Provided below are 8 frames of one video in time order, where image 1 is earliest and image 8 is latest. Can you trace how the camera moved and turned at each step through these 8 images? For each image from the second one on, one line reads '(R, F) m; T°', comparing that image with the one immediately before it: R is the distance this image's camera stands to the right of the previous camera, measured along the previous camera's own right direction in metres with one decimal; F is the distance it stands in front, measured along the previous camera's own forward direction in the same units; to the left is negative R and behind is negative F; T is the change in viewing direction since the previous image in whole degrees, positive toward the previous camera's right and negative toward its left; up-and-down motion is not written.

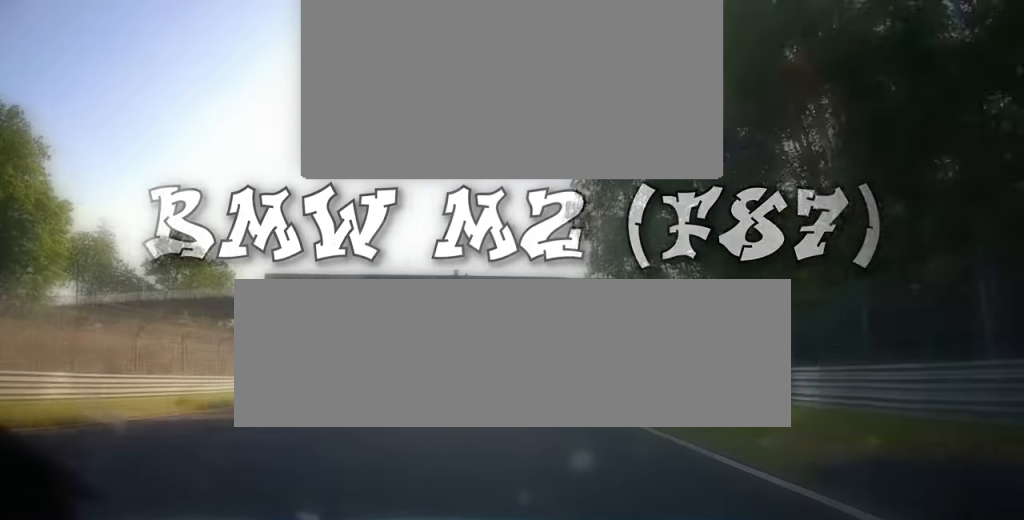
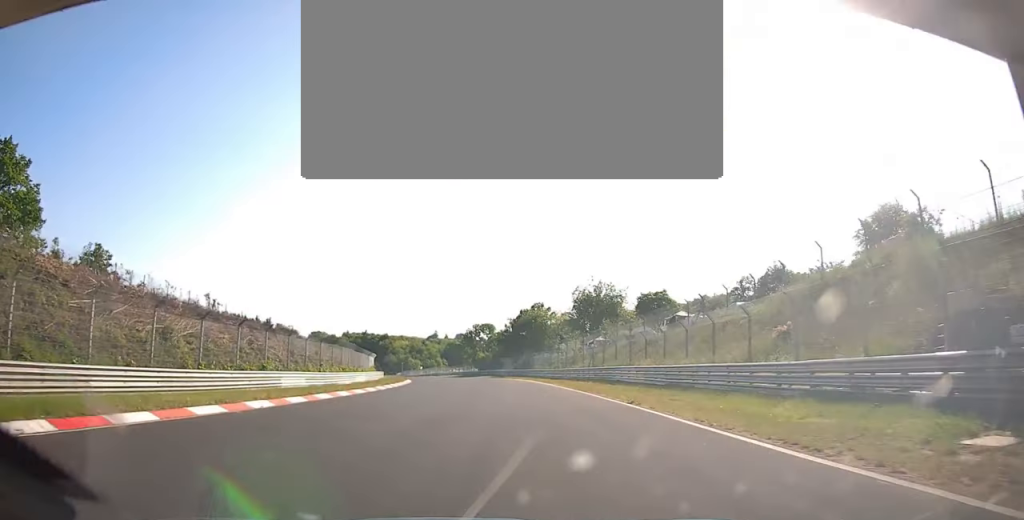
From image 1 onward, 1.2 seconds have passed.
(-0.6, +50.4) m; -3°
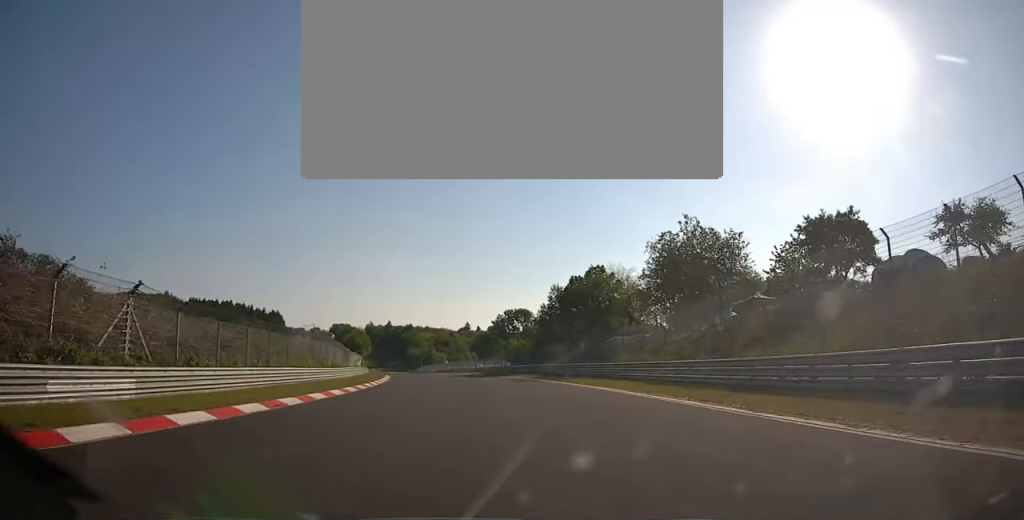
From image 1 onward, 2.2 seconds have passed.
(-1.2, +39.1) m; -6°
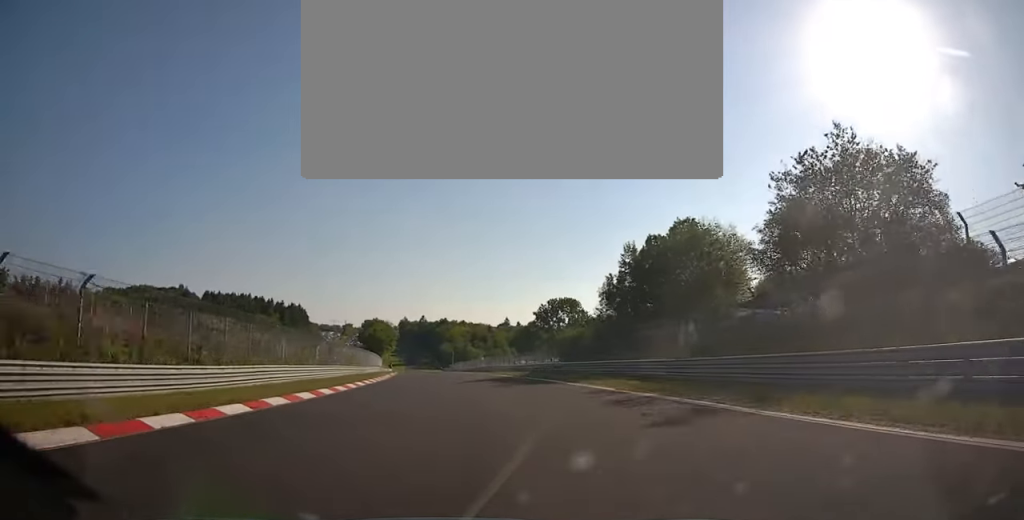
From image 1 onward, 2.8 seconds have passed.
(-1.8, +27.2) m; -5°
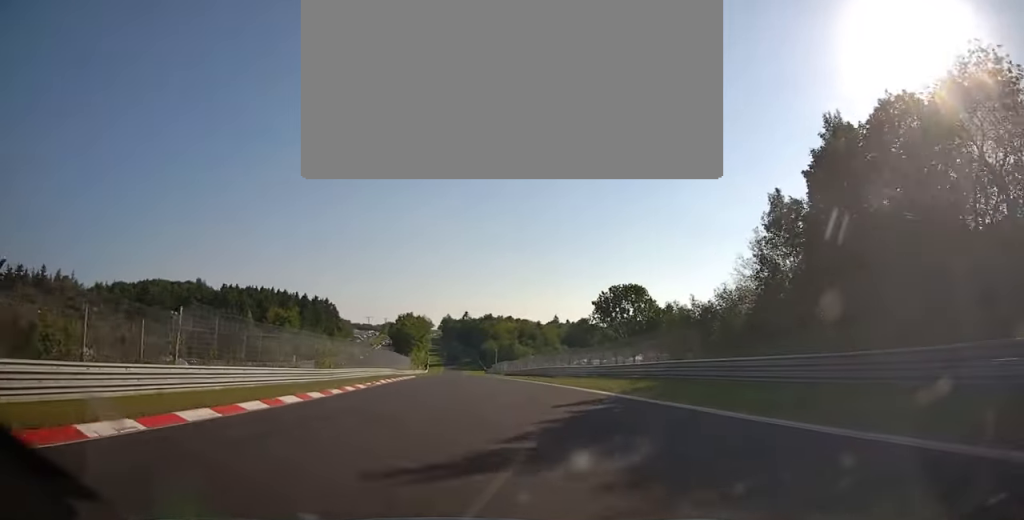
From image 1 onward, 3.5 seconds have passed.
(-1.6, +32.4) m; -4°
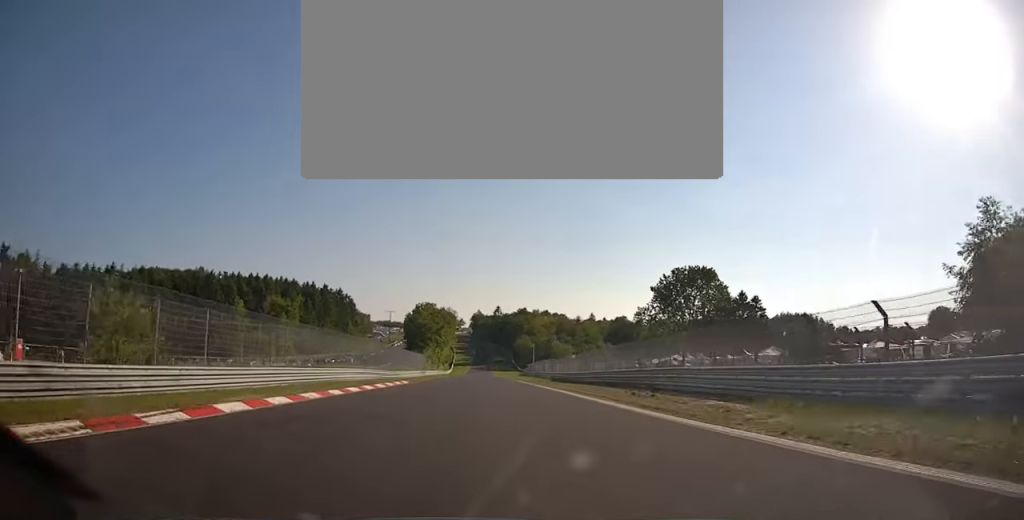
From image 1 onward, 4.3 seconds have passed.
(-1.2, +32.8) m; -3°
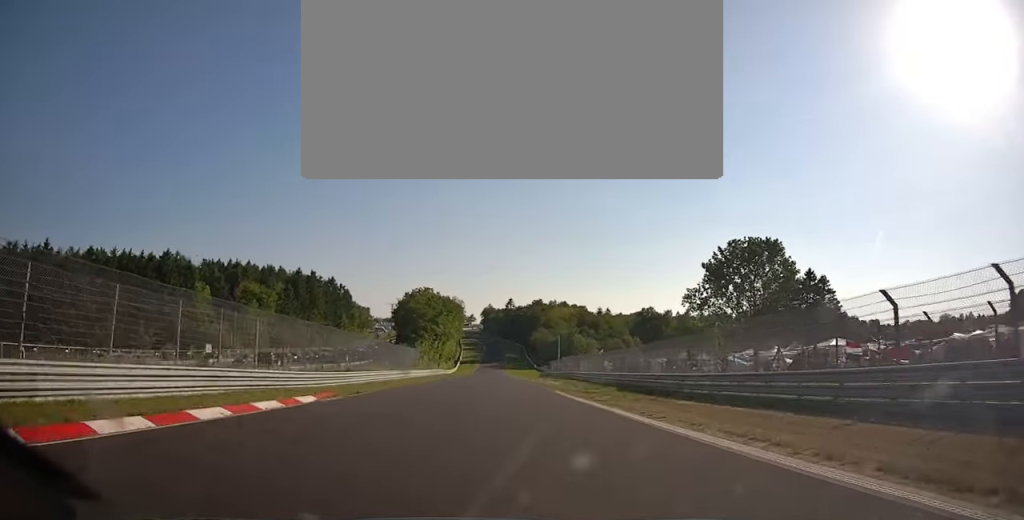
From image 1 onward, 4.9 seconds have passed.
(-0.4, +30.1) m; 0°
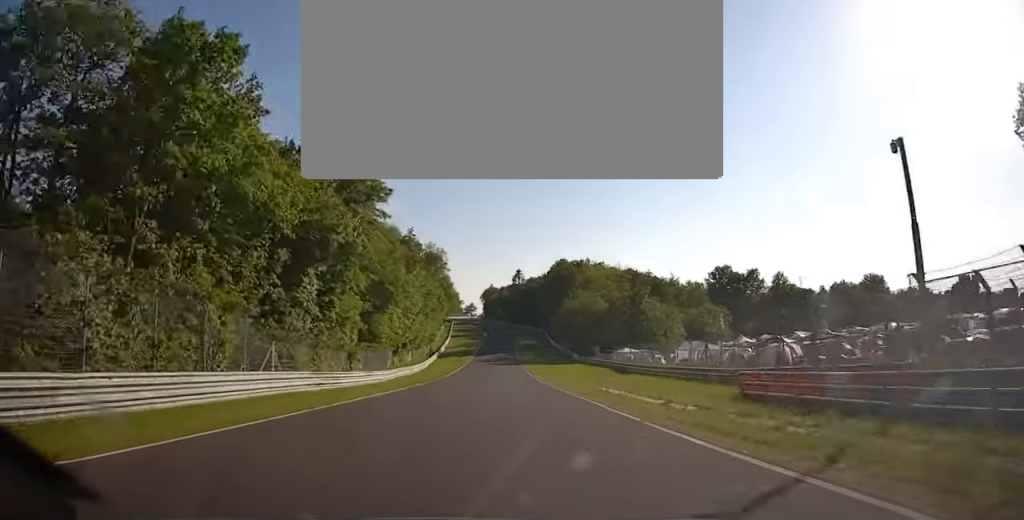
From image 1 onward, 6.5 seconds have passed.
(+0.4, +79.3) m; 0°
